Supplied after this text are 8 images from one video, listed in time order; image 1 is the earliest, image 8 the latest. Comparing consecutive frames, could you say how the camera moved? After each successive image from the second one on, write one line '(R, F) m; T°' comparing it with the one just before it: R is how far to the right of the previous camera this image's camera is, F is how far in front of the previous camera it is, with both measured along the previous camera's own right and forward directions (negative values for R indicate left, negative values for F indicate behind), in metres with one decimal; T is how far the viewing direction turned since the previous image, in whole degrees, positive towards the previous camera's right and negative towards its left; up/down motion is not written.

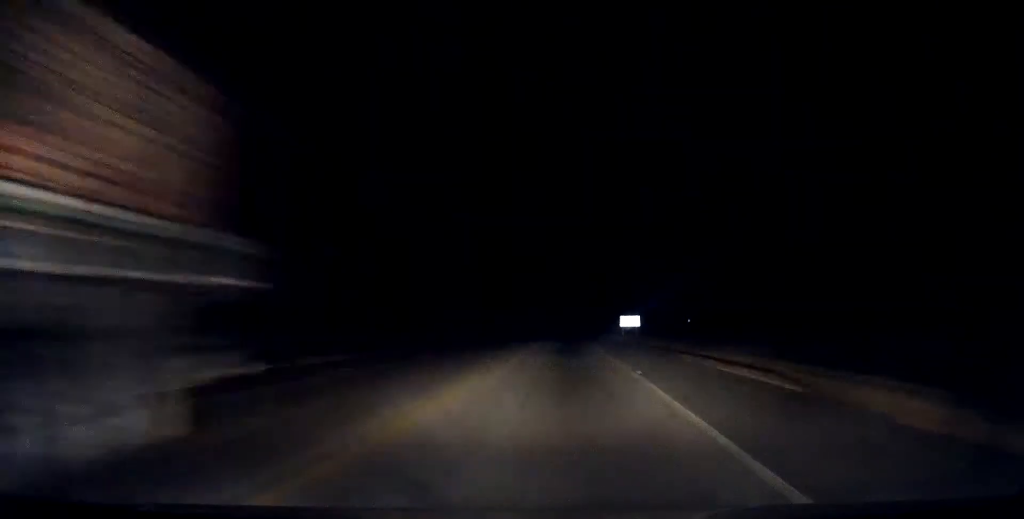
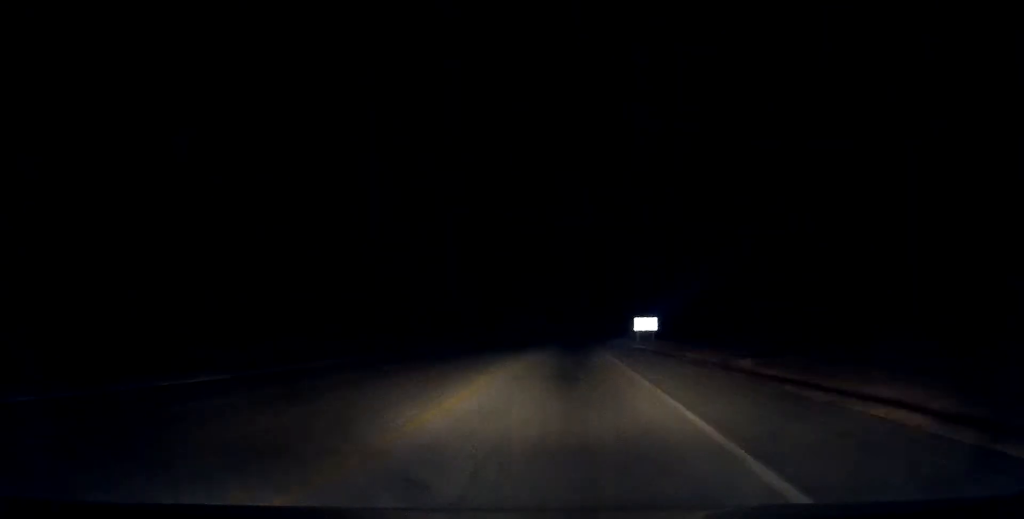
(0.0, +12.4) m; 0°
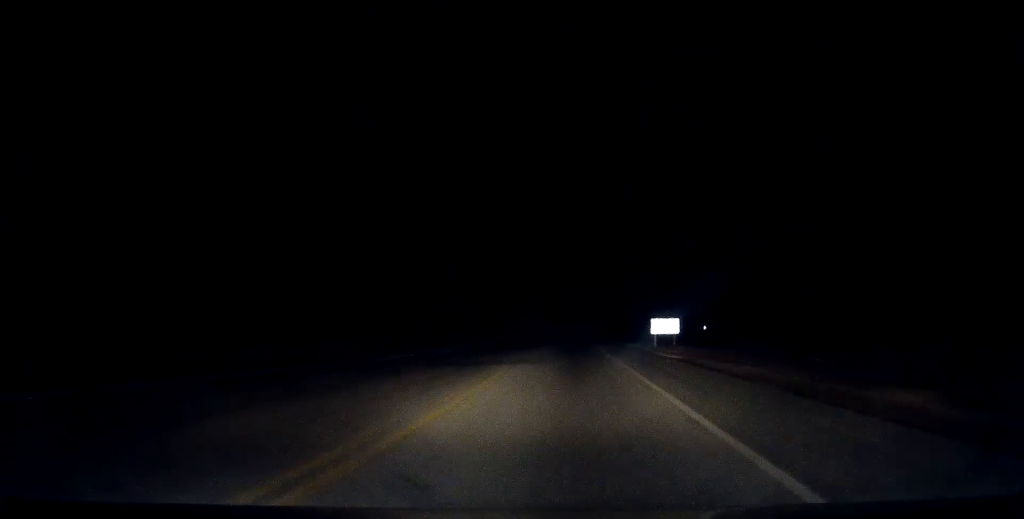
(0.0, +12.4) m; 0°
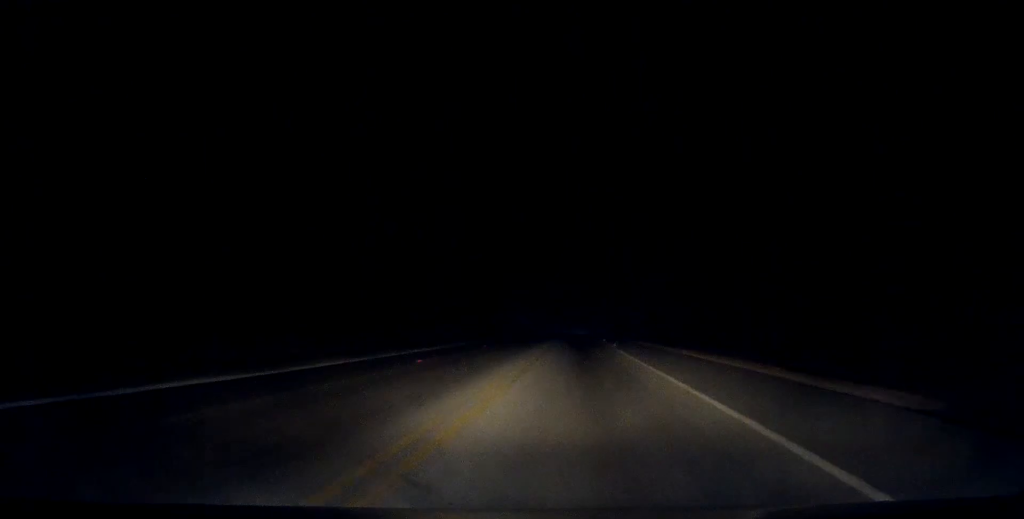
(-0.3, +47.3) m; 0°
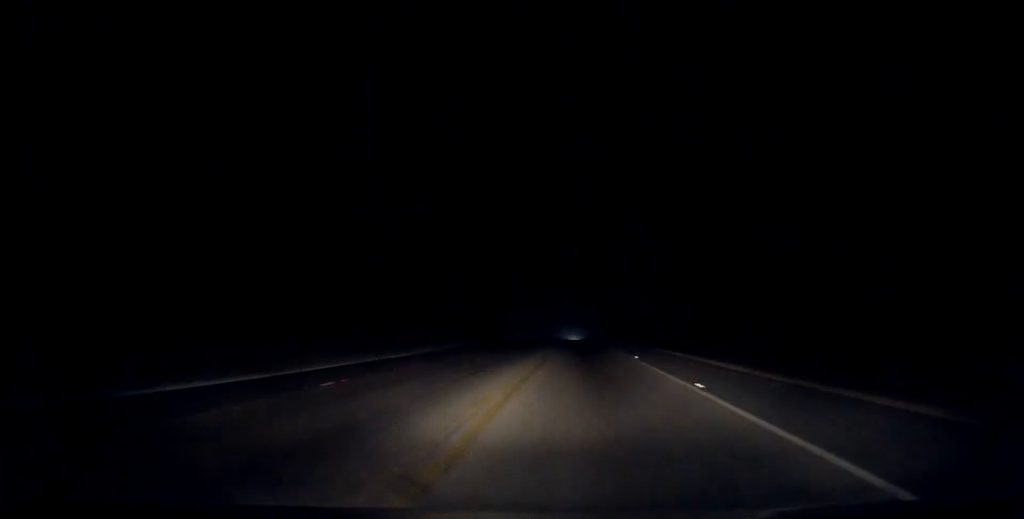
(+0.1, +26.1) m; 0°
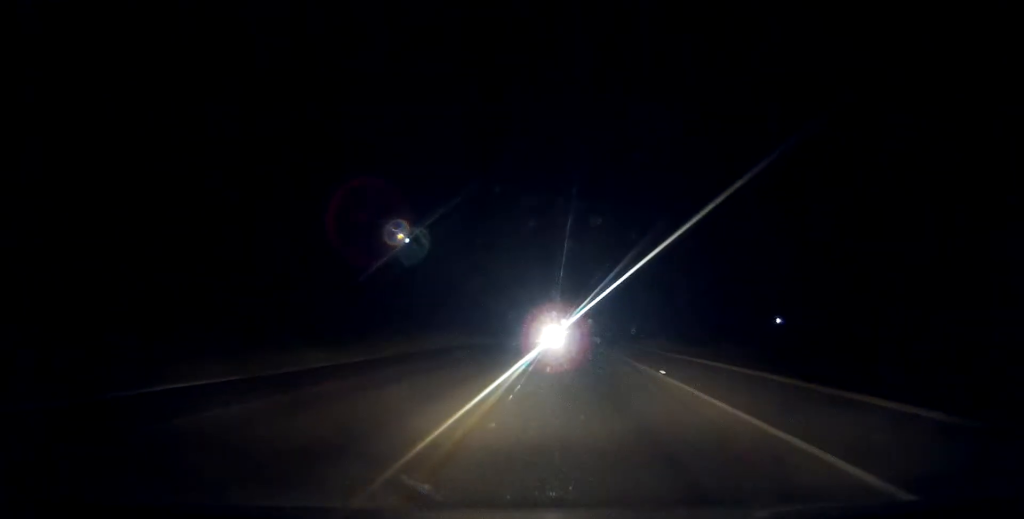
(+0.2, +42.6) m; 0°
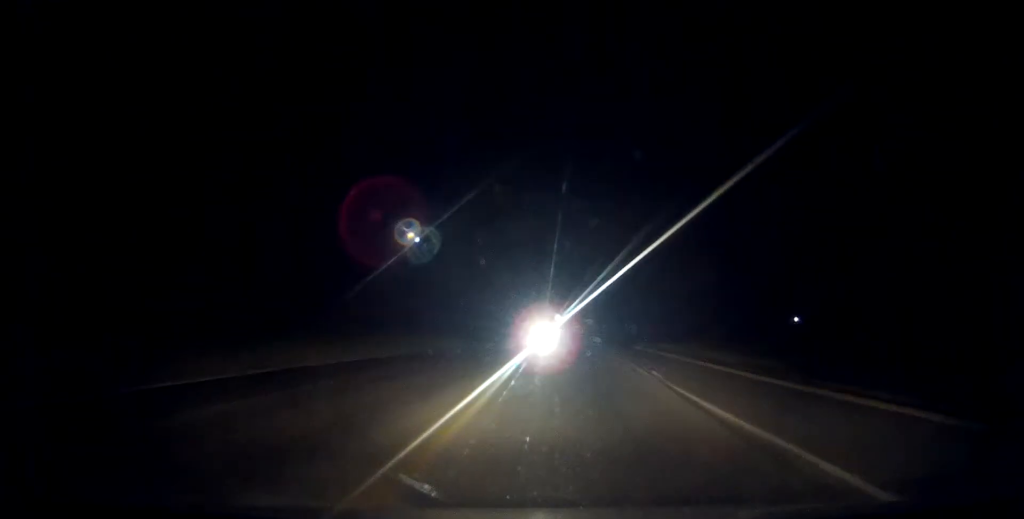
(0.0, +16.6) m; 0°
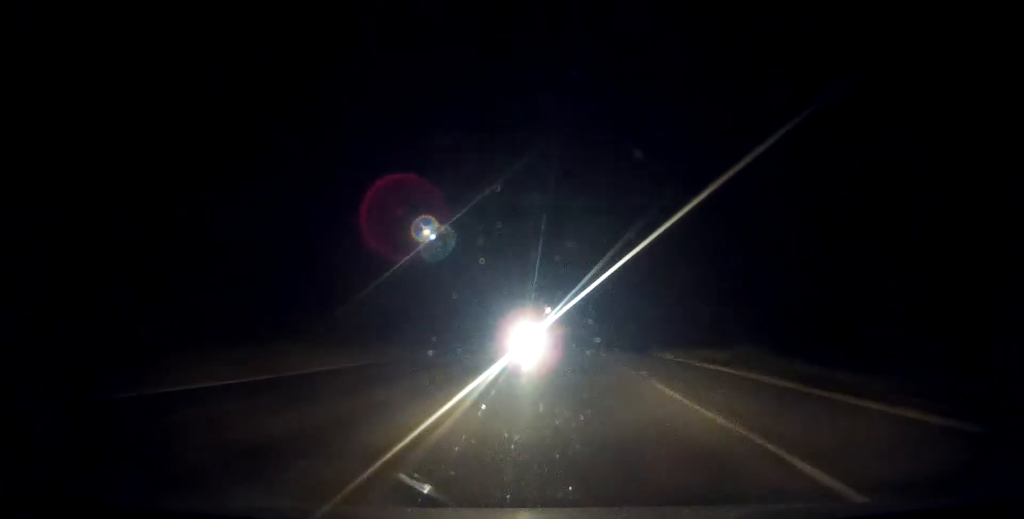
(0.0, +15.5) m; 0°
